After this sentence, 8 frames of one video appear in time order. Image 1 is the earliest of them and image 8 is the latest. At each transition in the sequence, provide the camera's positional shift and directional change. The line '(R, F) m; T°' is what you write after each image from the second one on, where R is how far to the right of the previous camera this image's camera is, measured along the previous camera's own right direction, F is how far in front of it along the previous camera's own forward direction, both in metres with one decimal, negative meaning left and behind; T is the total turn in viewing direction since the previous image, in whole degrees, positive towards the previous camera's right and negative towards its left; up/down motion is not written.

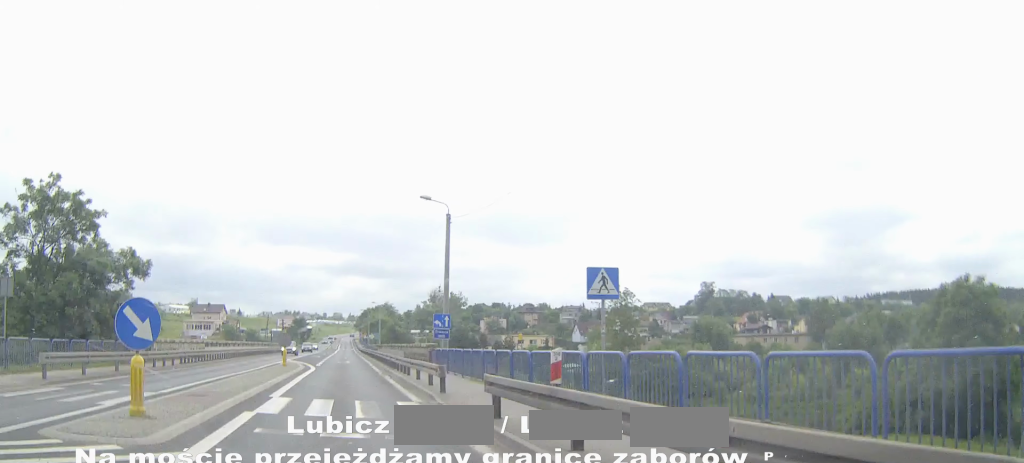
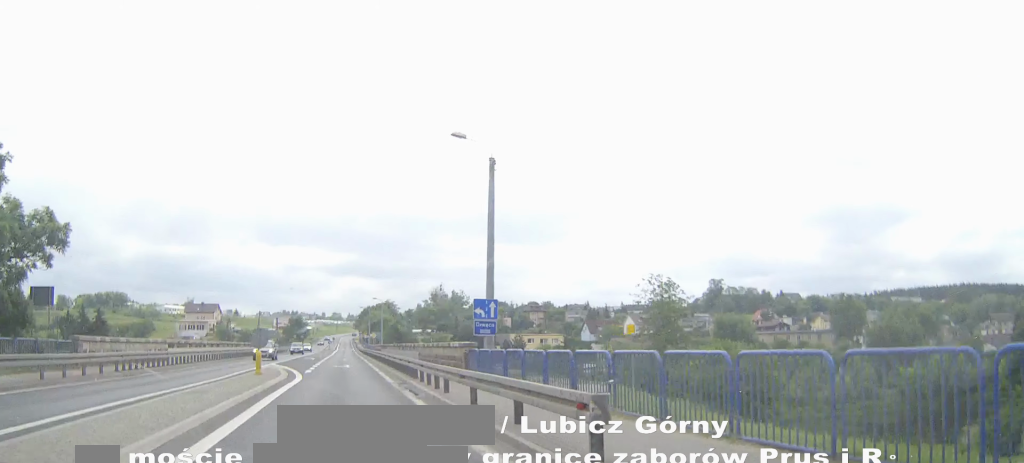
(+0.1, +12.5) m; 0°
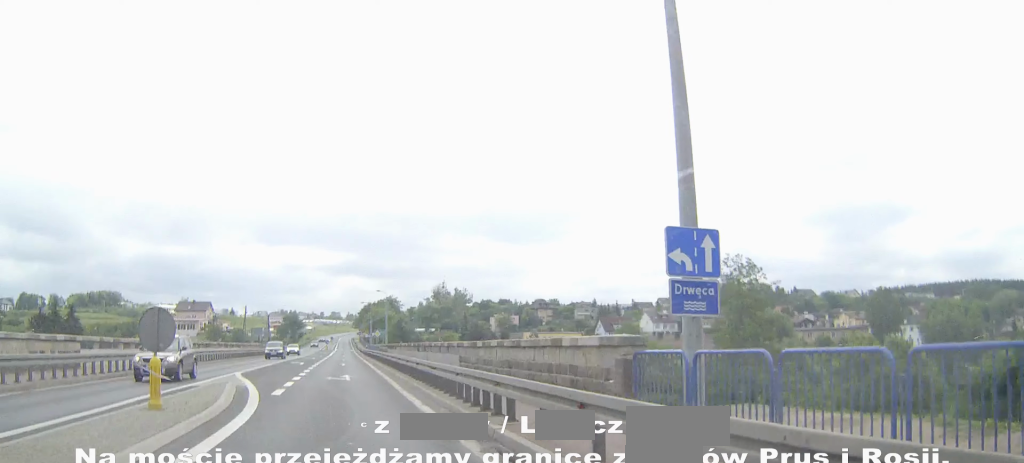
(0.0, +15.8) m; 0°
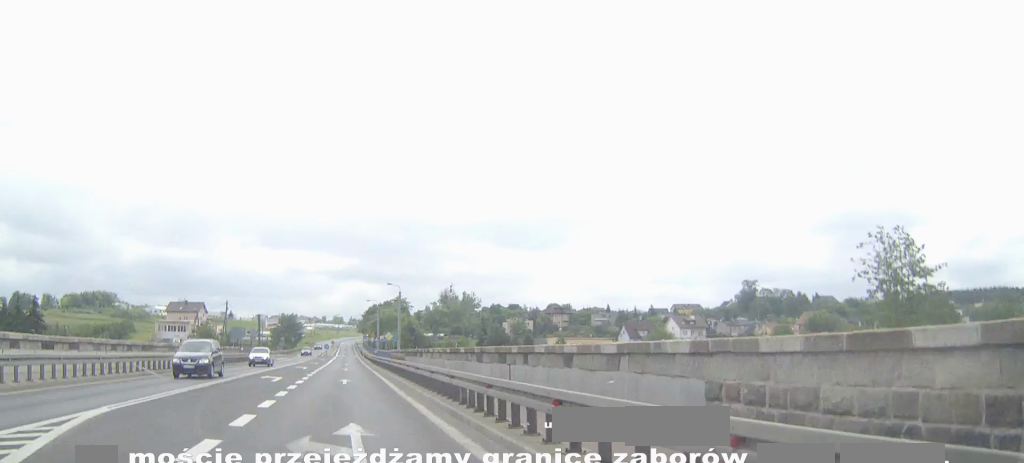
(0.0, +19.0) m; 0°
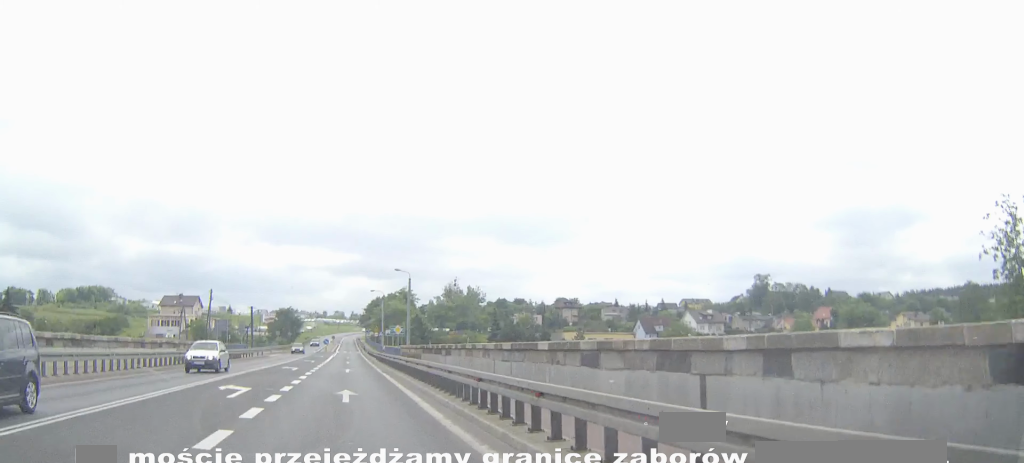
(0.0, +11.2) m; 0°
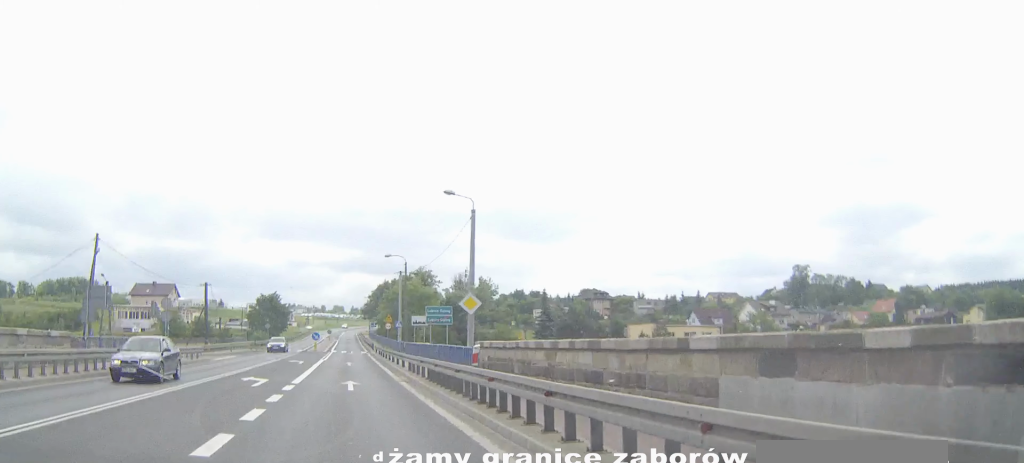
(0.0, +35.9) m; 0°
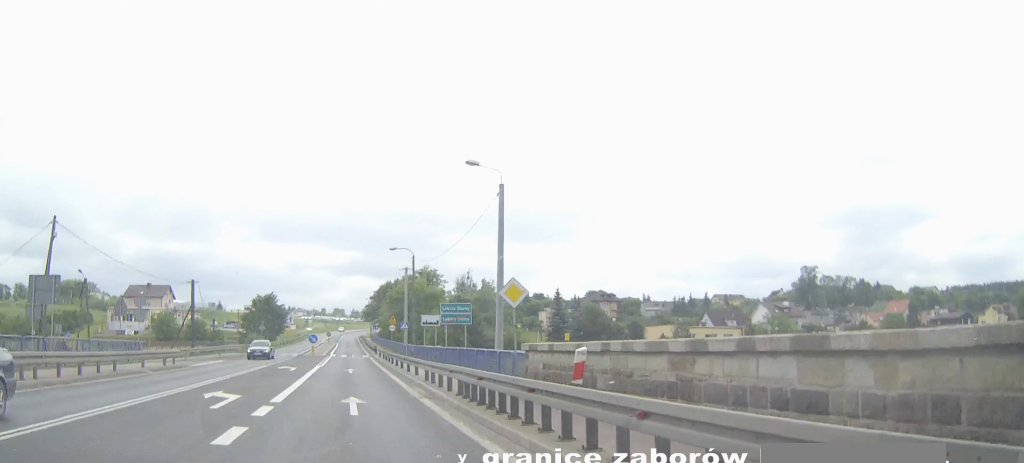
(0.0, +6.7) m; 0°
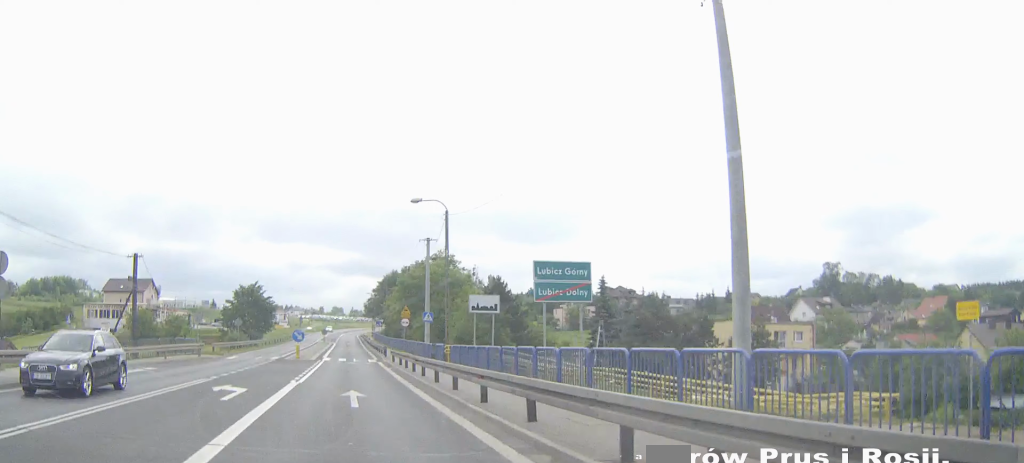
(0.0, +18.7) m; 0°
